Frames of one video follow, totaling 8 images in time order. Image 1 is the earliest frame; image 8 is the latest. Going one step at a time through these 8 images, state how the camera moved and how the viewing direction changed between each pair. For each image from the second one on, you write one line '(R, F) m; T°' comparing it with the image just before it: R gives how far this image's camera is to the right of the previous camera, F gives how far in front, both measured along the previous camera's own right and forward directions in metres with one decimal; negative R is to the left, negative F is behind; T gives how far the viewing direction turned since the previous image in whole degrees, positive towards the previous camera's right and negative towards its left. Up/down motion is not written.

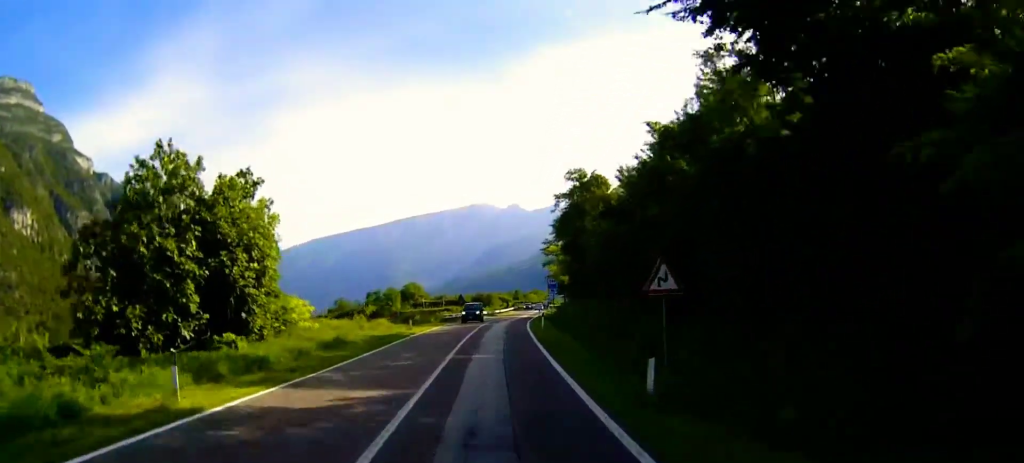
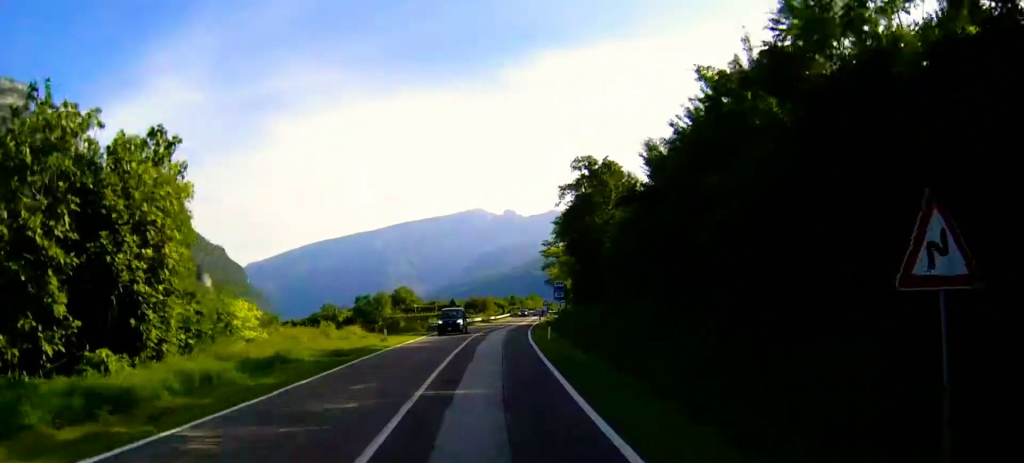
(0.0, +8.9) m; 0°
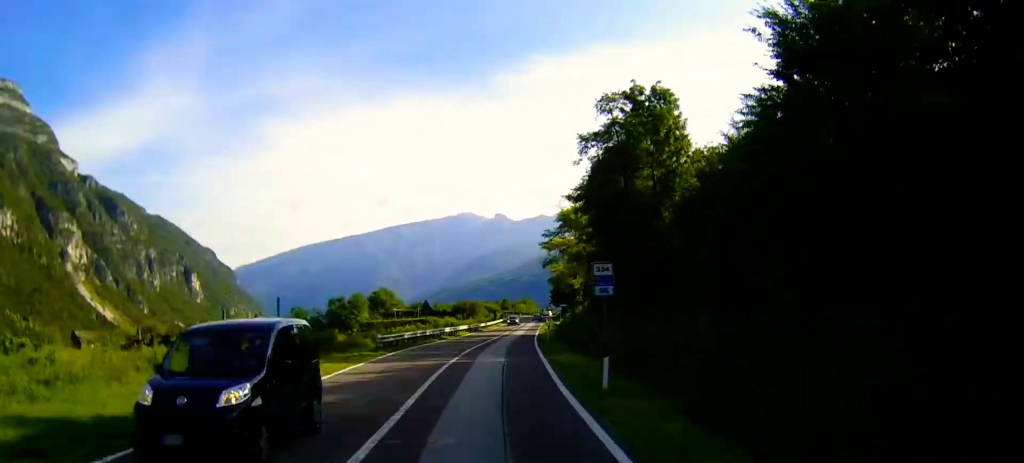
(0.0, +20.1) m; 0°
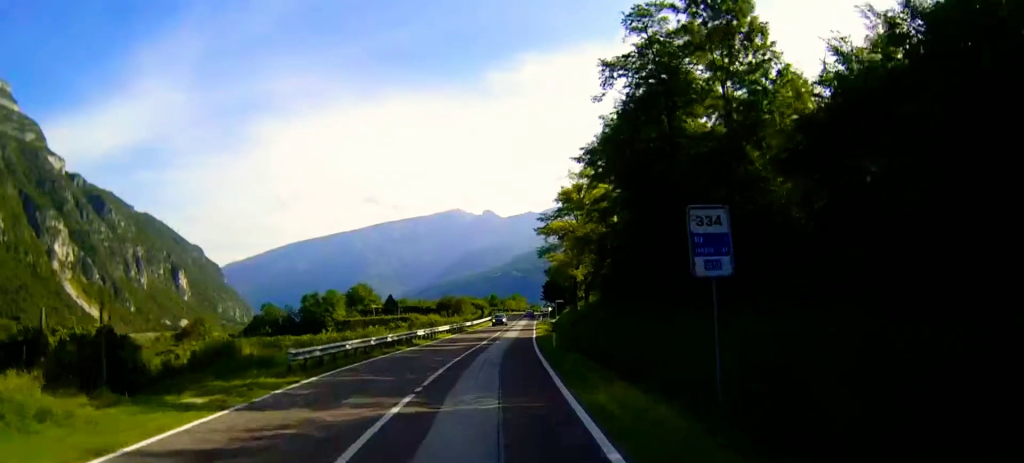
(+0.1, +13.3) m; +1°
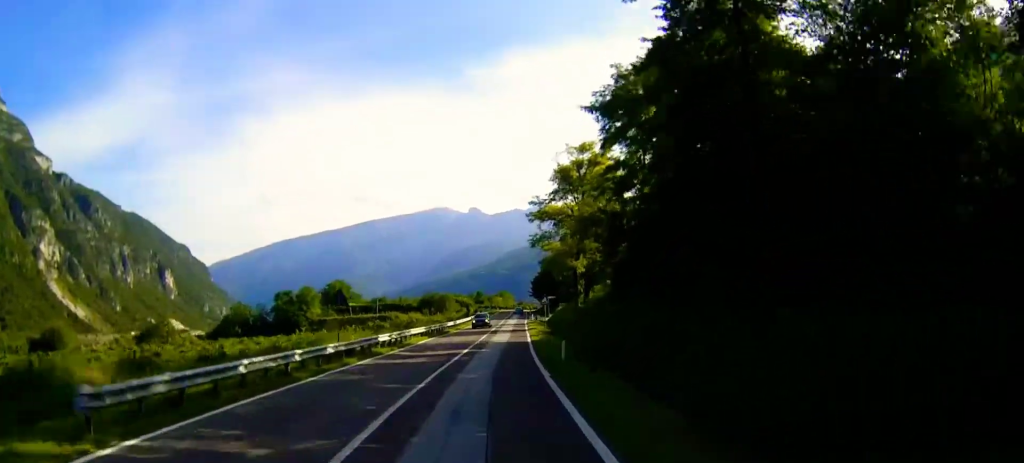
(0.0, +10.5) m; +1°
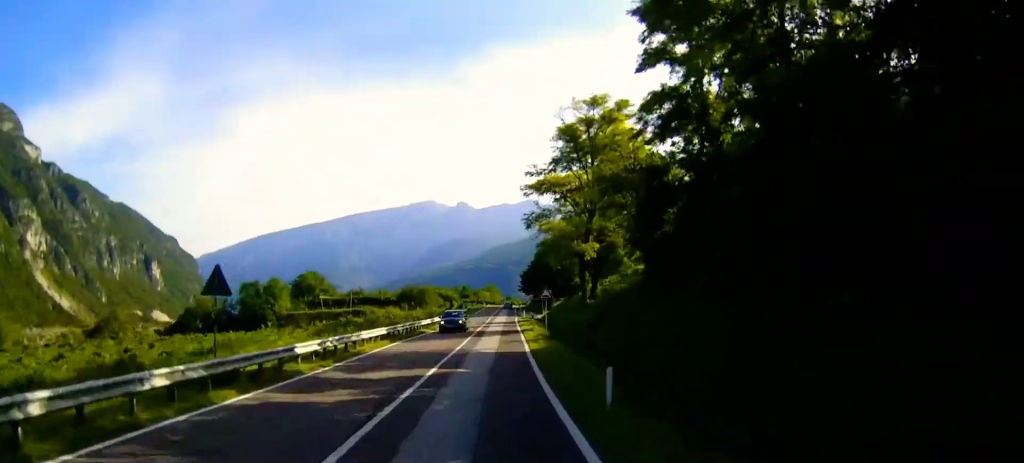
(+0.2, +12.6) m; +1°
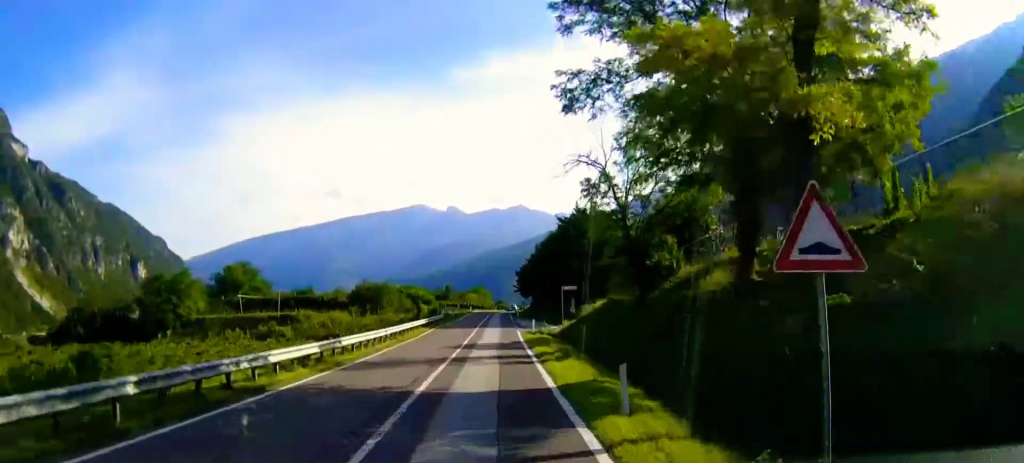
(+0.4, +34.7) m; +1°
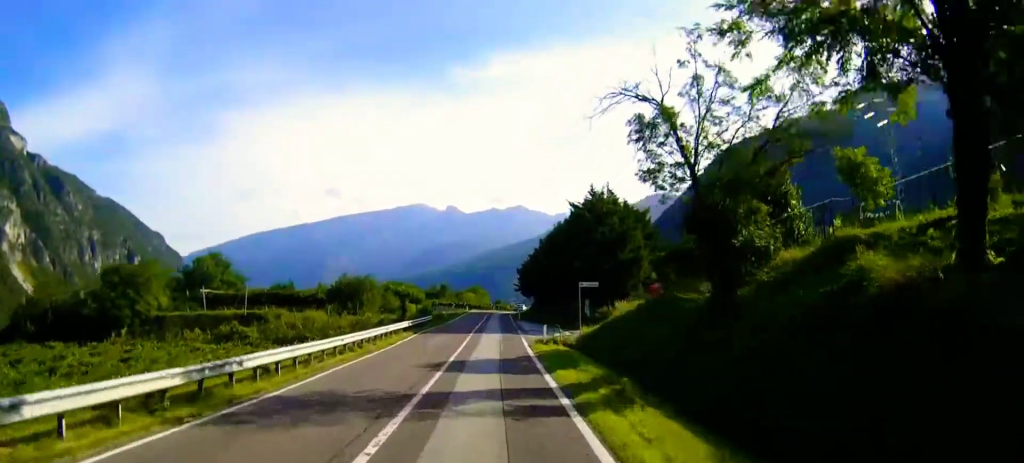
(0.0, +10.8) m; 0°
